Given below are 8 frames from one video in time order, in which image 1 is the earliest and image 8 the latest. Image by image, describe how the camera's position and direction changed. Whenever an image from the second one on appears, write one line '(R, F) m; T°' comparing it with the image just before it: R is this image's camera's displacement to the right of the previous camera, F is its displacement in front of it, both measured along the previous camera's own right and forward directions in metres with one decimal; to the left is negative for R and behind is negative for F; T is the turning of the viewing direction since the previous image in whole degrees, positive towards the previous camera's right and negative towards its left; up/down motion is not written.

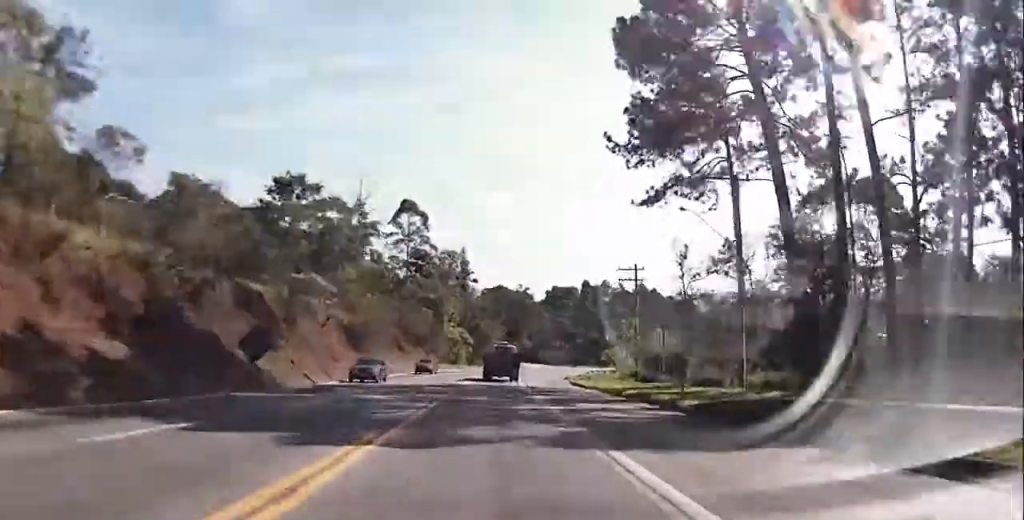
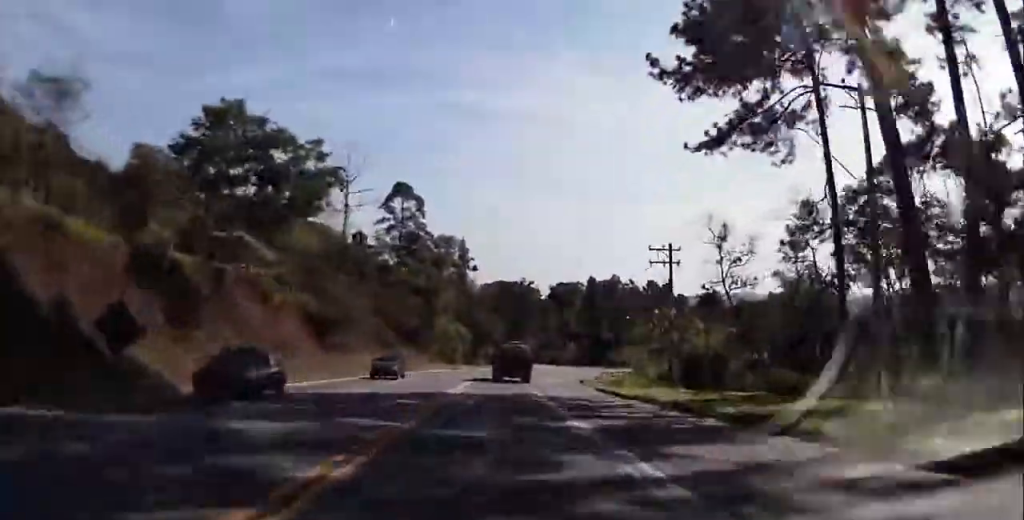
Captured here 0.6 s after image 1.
(-0.3, +10.5) m; -1°
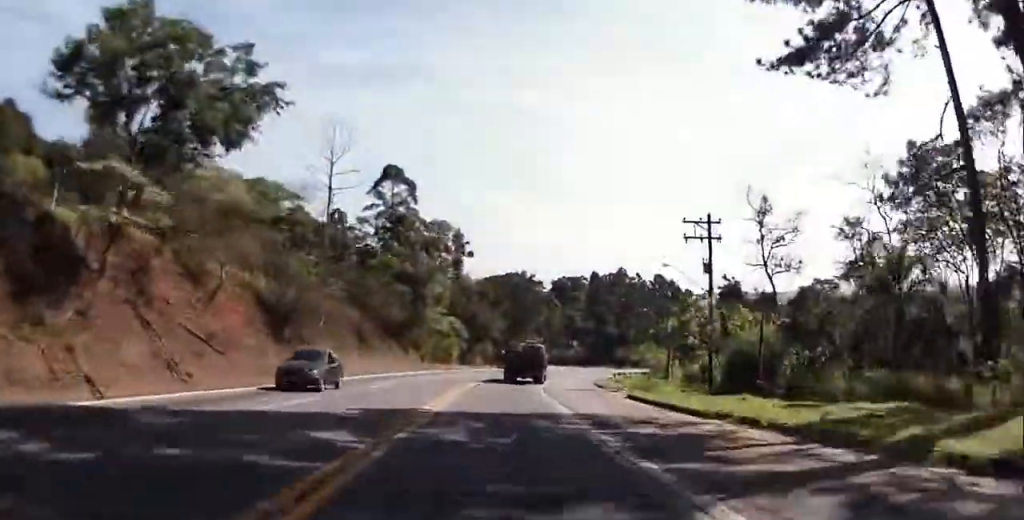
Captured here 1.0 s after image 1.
(+0.1, +9.7) m; +1°
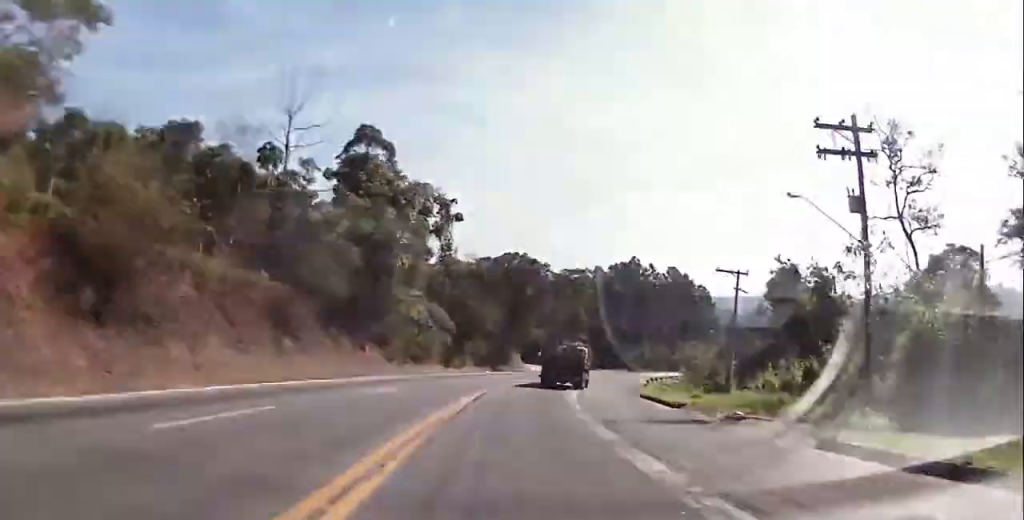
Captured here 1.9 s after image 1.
(+0.2, +17.6) m; +2°
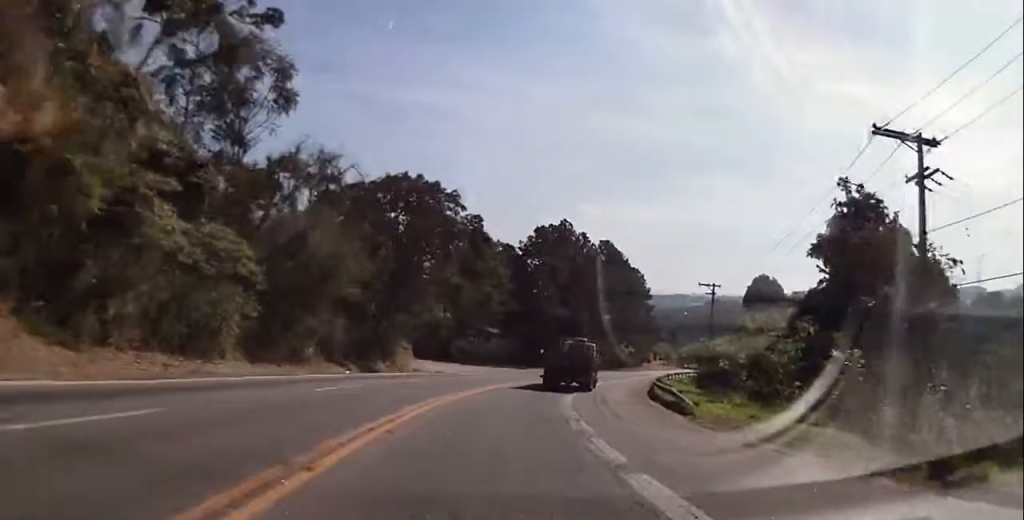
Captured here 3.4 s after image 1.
(+0.8, +27.0) m; +4°
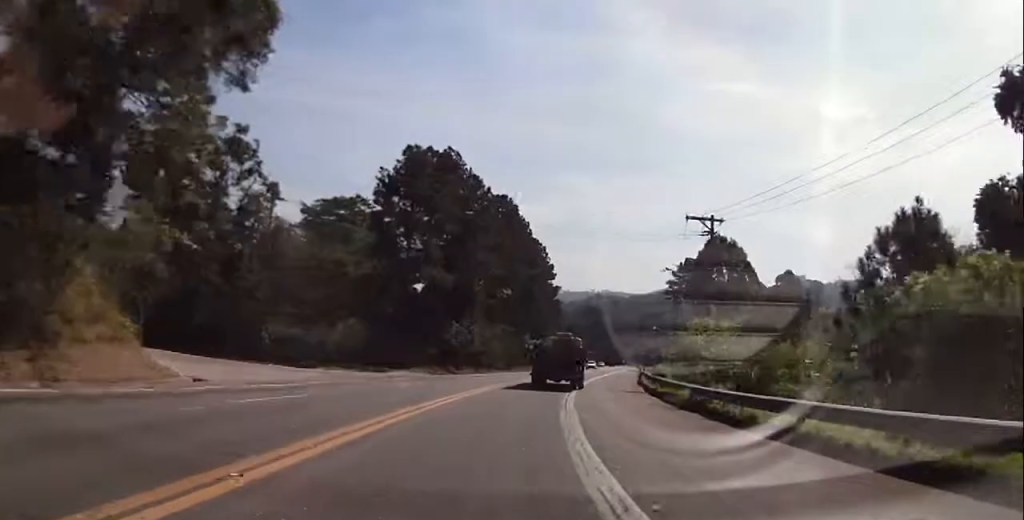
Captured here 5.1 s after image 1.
(+2.0, +30.6) m; +9°
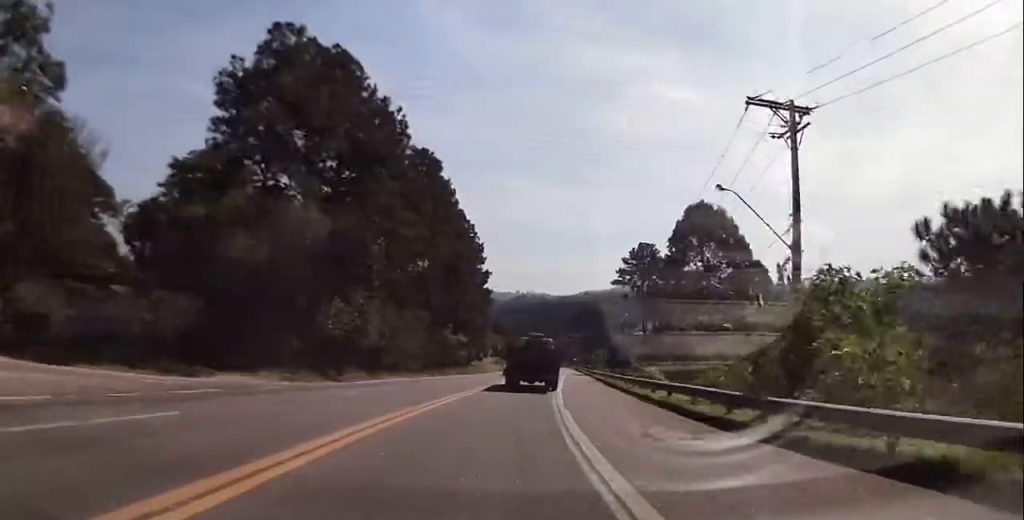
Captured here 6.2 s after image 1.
(+1.5, +20.5) m; +6°
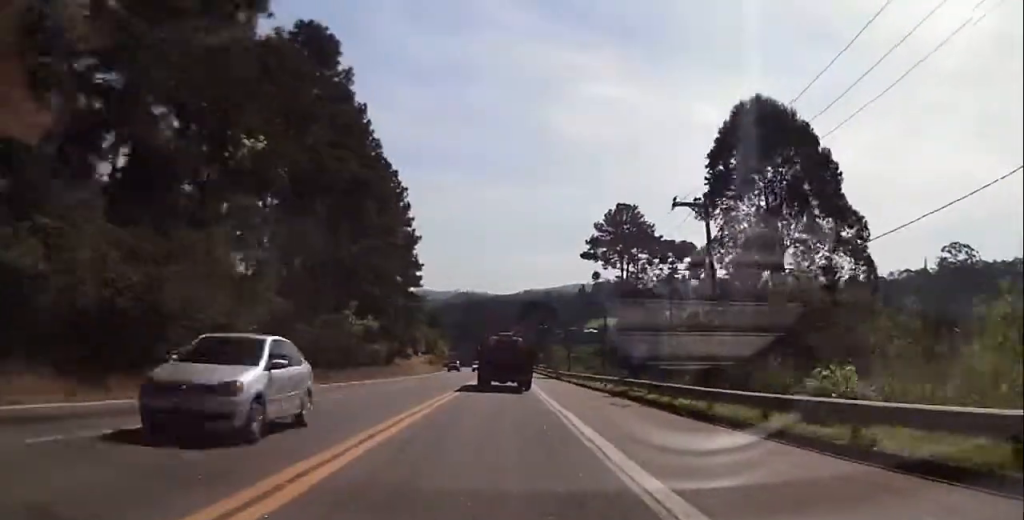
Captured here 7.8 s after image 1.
(+1.3, +27.6) m; +7°
